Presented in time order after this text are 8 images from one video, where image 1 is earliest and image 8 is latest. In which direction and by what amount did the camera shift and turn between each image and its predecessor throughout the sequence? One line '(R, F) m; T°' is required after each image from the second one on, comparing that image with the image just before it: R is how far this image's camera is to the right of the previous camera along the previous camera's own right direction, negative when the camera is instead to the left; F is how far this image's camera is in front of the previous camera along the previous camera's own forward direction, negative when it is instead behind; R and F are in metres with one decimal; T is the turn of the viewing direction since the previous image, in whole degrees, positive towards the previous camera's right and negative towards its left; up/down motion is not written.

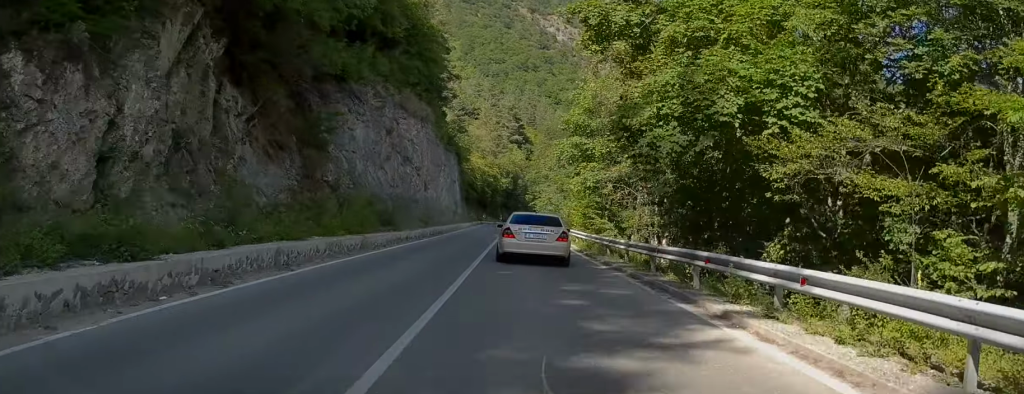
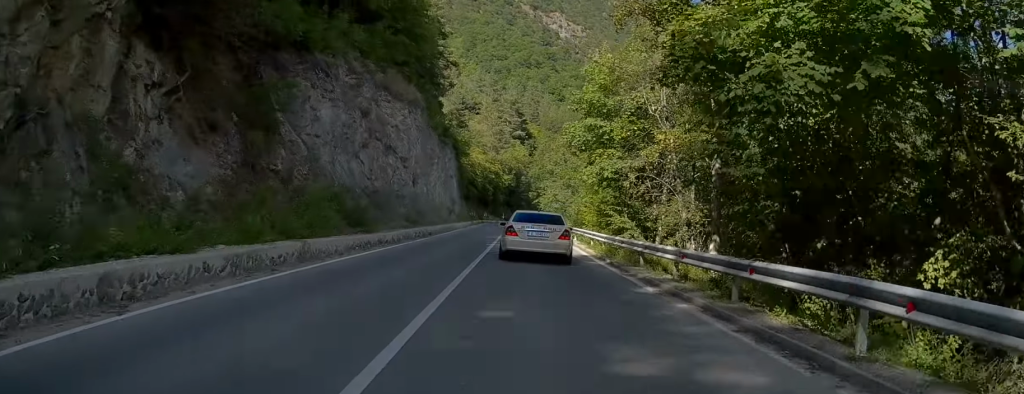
(0.0, +6.3) m; 0°
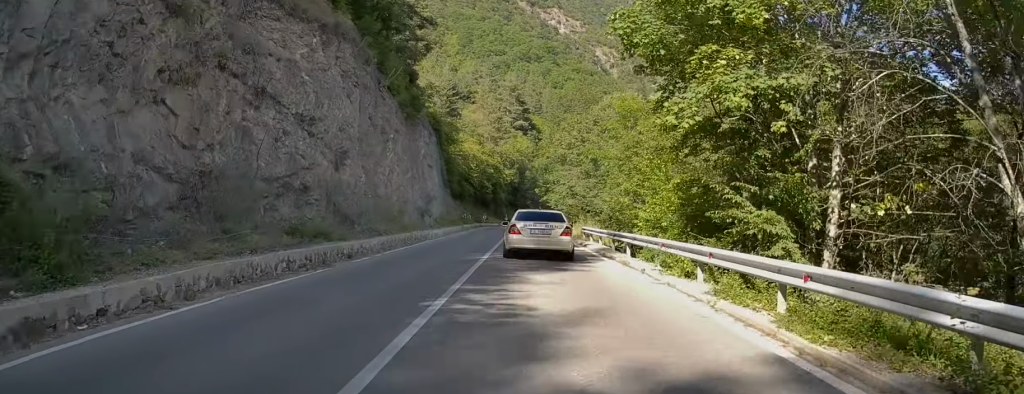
(0.0, +17.9) m; 0°
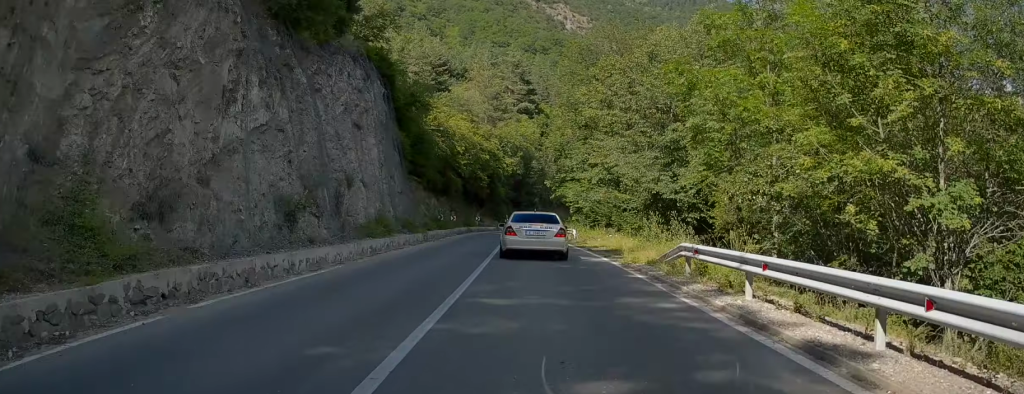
(-0.1, +22.6) m; 0°
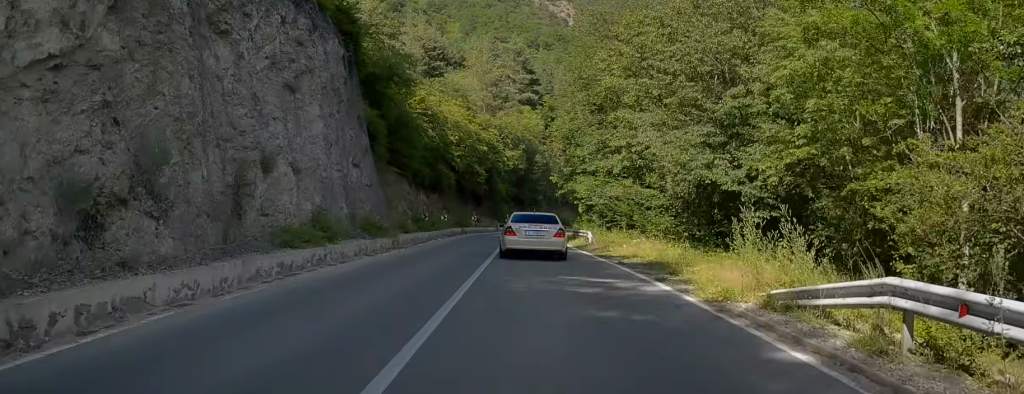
(0.0, +8.3) m; 0°
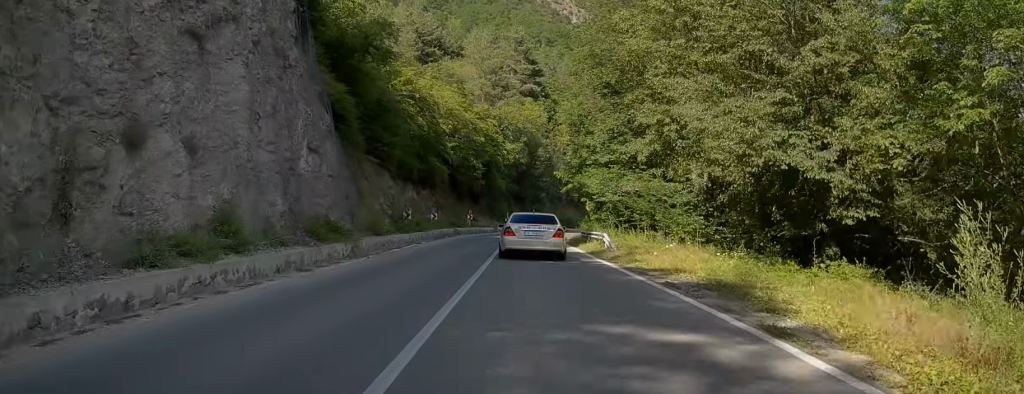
(0.0, +6.2) m; 0°
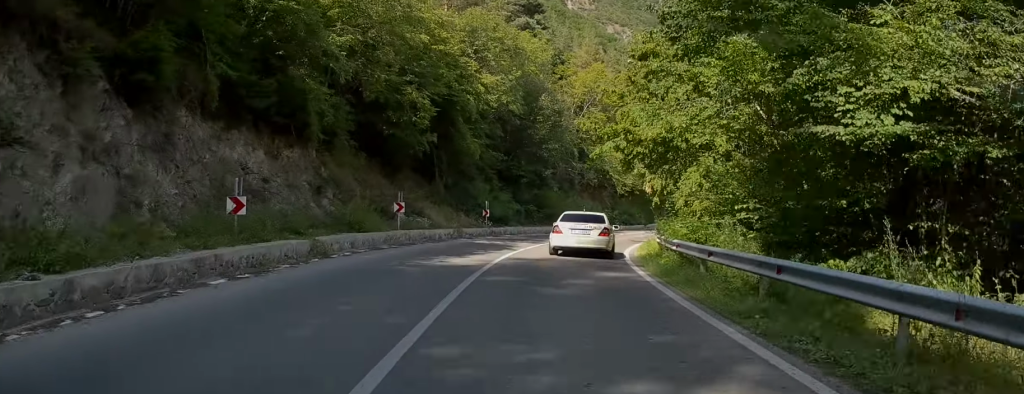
(+0.4, +30.4) m; +3°
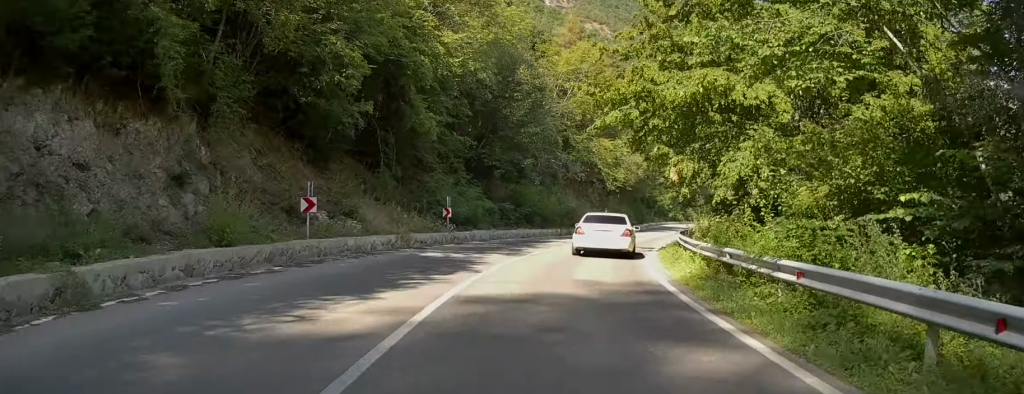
(+0.1, +8.8) m; +3°
